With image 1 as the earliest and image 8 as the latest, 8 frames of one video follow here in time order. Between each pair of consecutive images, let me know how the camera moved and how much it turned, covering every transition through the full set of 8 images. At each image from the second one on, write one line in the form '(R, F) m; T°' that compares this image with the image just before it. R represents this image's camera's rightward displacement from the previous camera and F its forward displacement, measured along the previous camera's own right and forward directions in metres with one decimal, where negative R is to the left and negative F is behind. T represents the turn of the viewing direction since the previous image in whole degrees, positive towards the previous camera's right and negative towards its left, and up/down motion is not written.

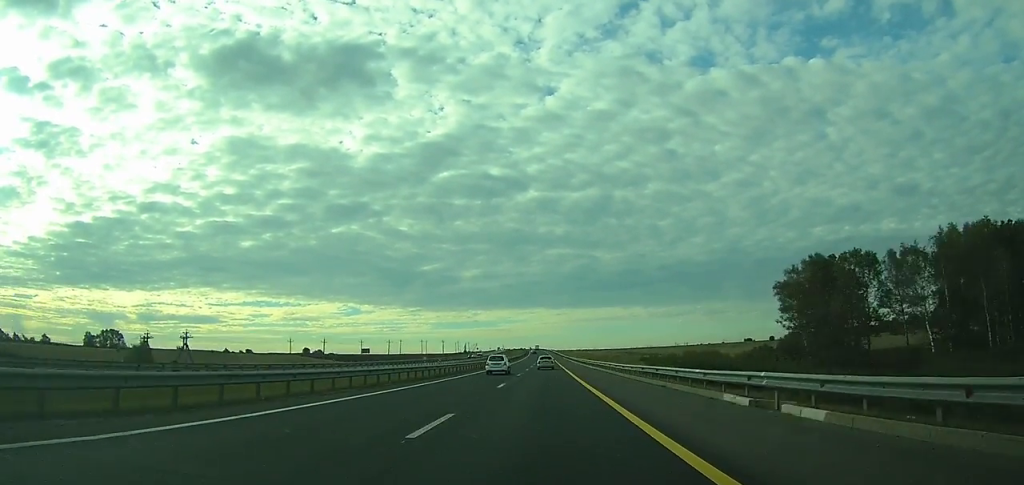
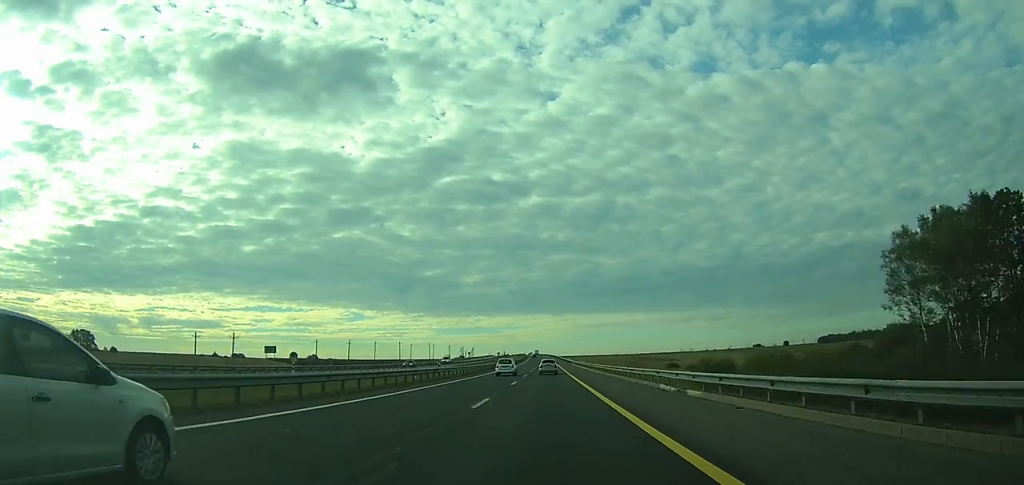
(0.0, +44.0) m; 0°
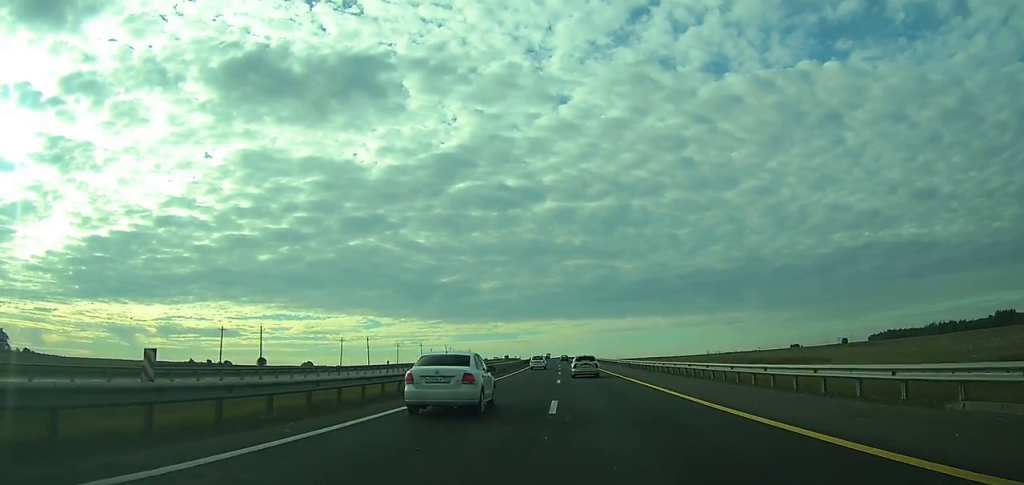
(-1.2, +110.2) m; -1°
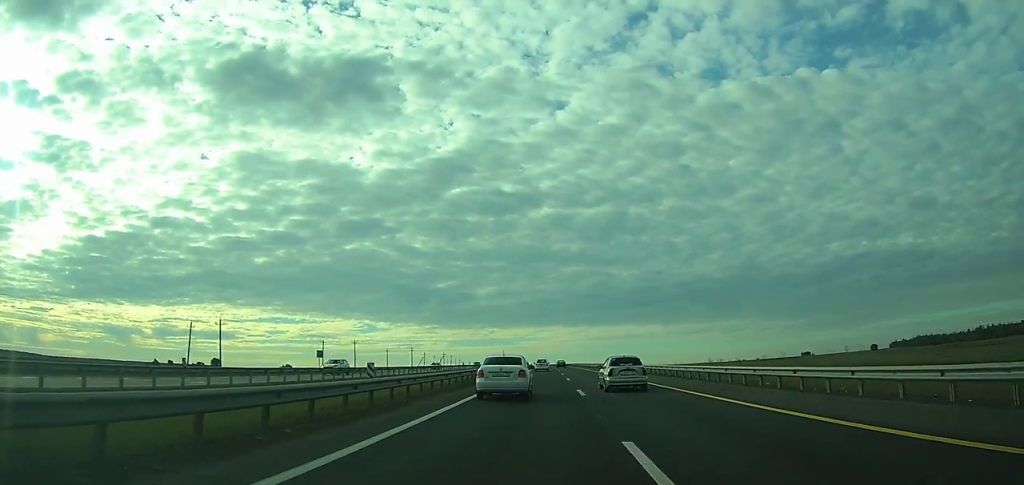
(-0.4, +69.6) m; -1°
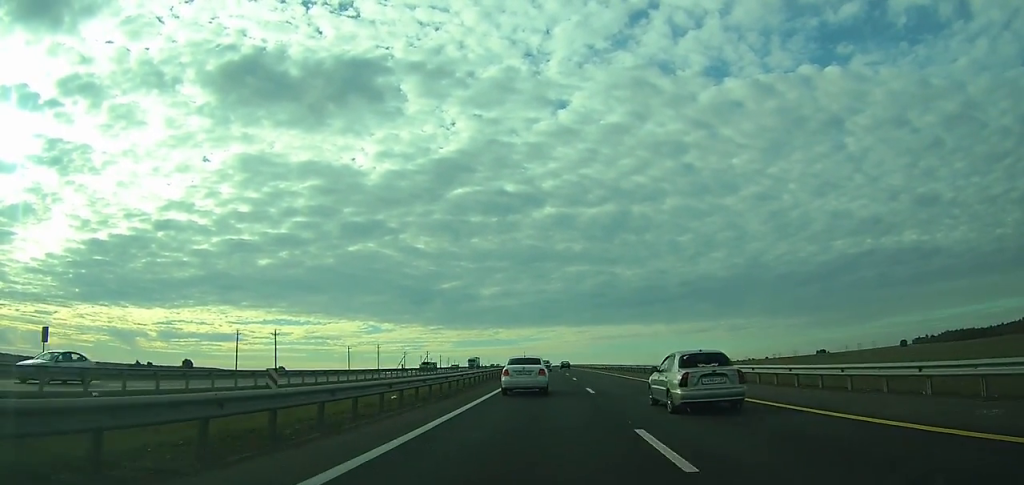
(0.0, +44.1) m; 0°
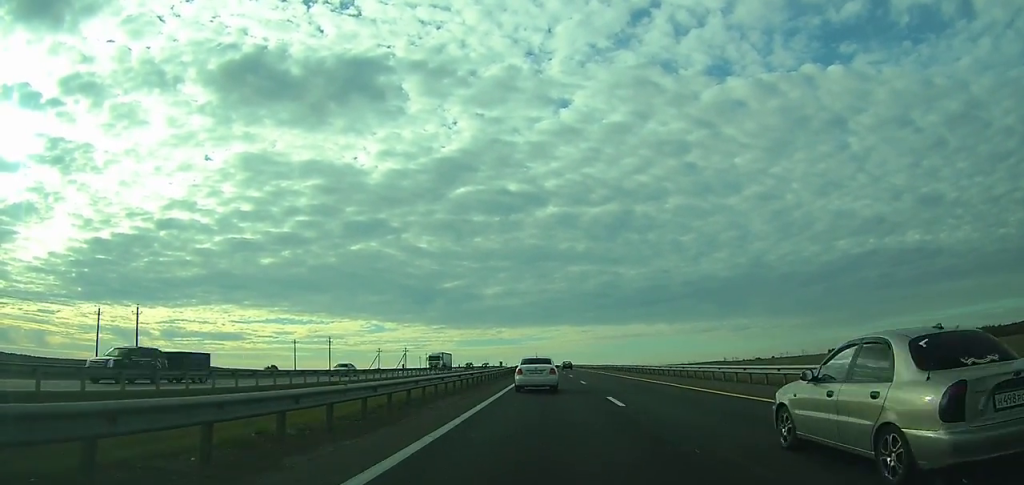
(-0.1, +38.8) m; 0°
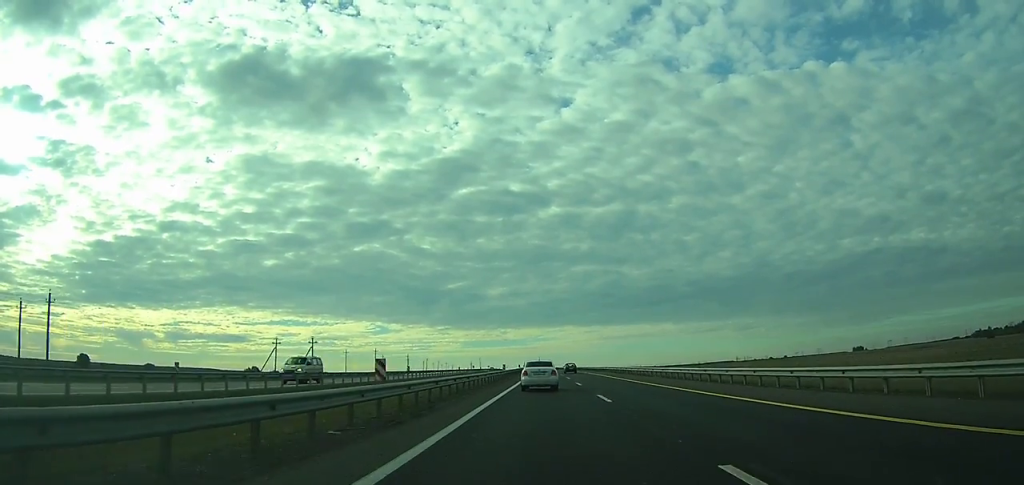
(-0.5, +82.4) m; -1°
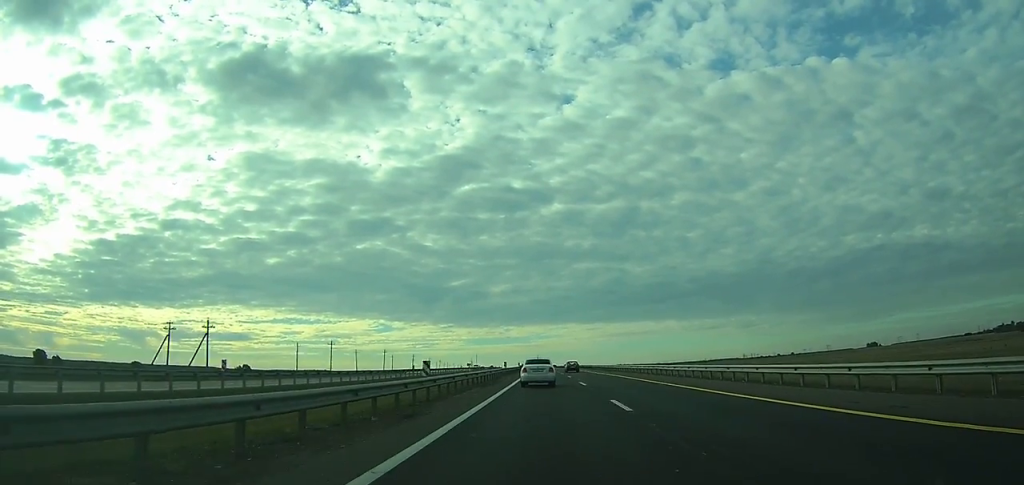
(-0.1, +39.2) m; 0°
